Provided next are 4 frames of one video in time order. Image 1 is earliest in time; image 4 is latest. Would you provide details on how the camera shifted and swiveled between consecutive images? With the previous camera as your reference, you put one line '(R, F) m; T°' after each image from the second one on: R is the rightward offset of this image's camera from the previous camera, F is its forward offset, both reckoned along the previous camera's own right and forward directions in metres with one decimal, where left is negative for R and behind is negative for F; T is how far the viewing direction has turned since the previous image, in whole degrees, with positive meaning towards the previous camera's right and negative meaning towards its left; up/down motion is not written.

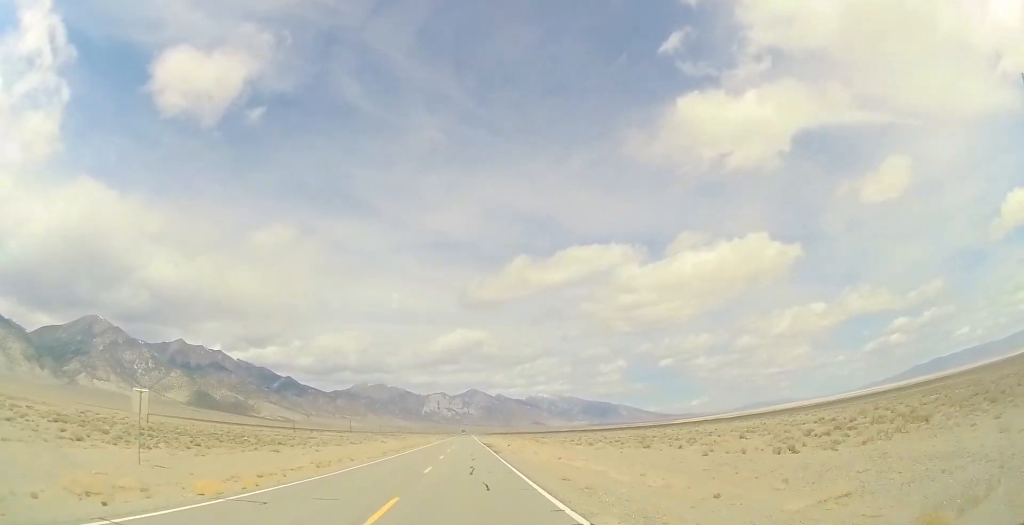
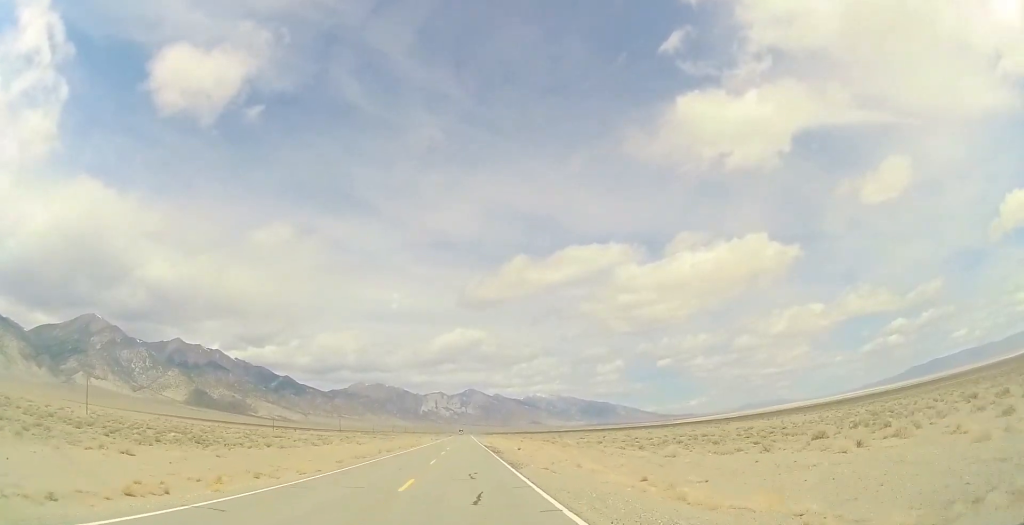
(0.0, +19.0) m; 0°
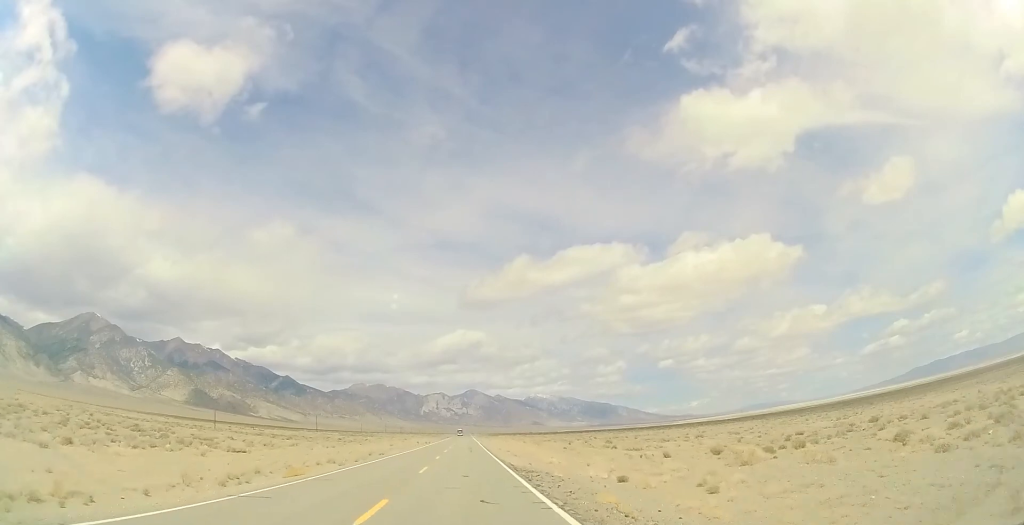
(-0.1, +42.5) m; 0°
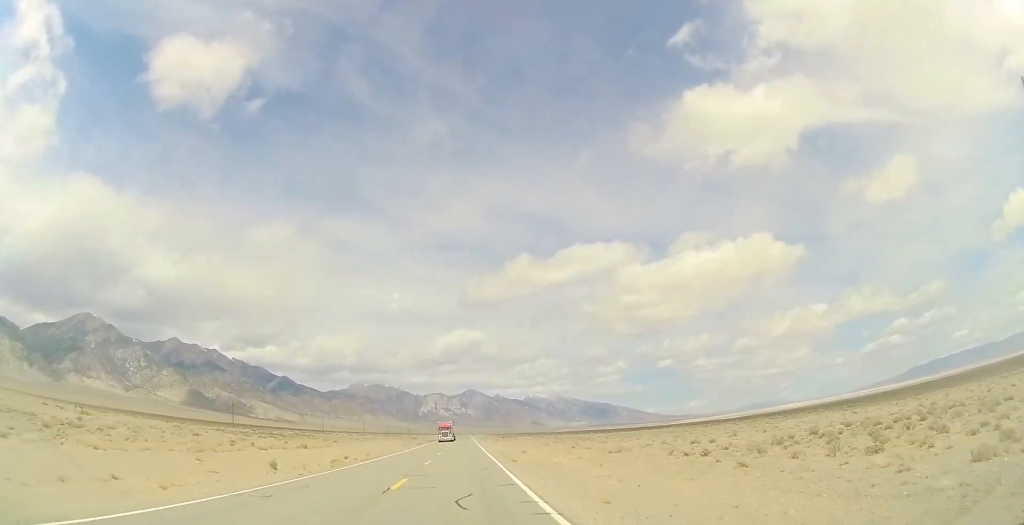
(+0.7, +79.6) m; 0°
